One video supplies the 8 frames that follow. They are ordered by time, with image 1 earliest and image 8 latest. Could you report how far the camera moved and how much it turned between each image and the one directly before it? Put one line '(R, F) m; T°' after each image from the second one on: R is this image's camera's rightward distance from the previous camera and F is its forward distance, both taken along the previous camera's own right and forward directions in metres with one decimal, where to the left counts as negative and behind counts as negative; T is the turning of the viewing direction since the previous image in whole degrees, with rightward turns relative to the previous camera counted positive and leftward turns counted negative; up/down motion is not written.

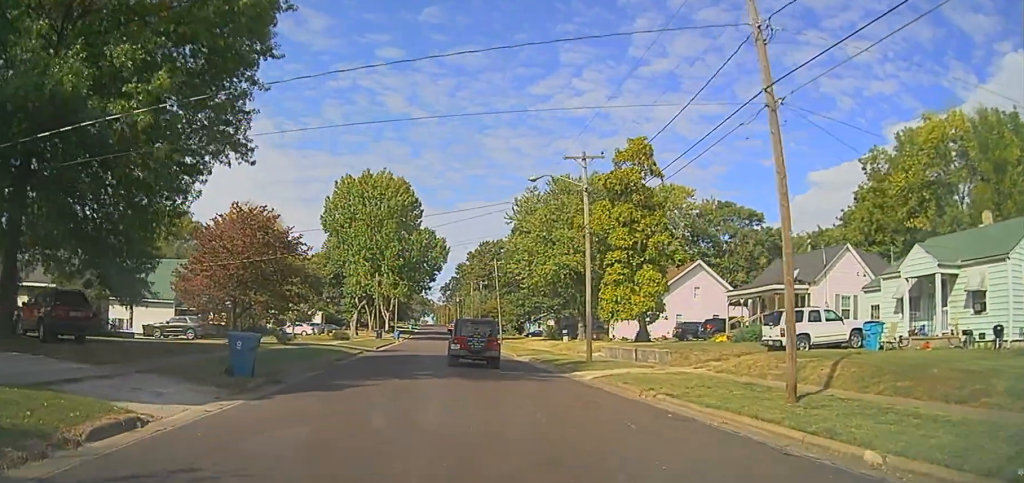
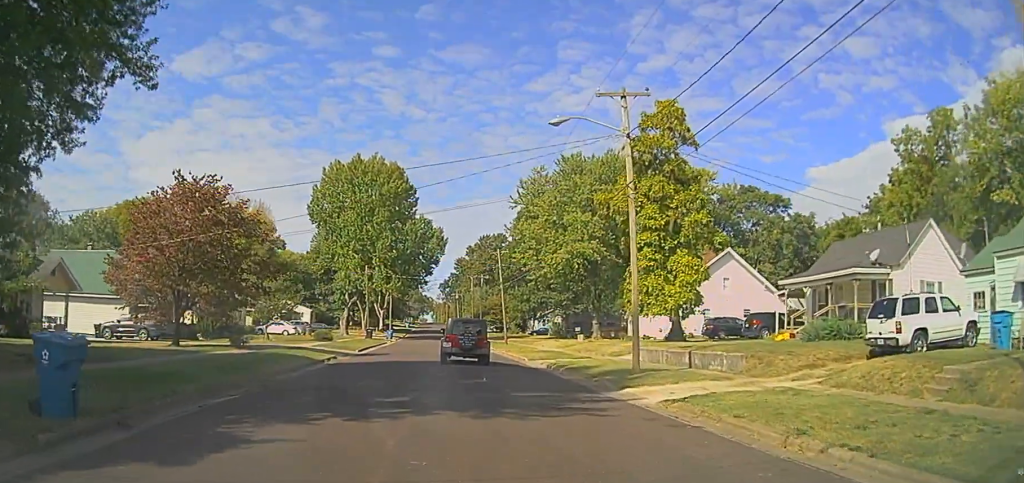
(0.0, +8.8) m; 0°
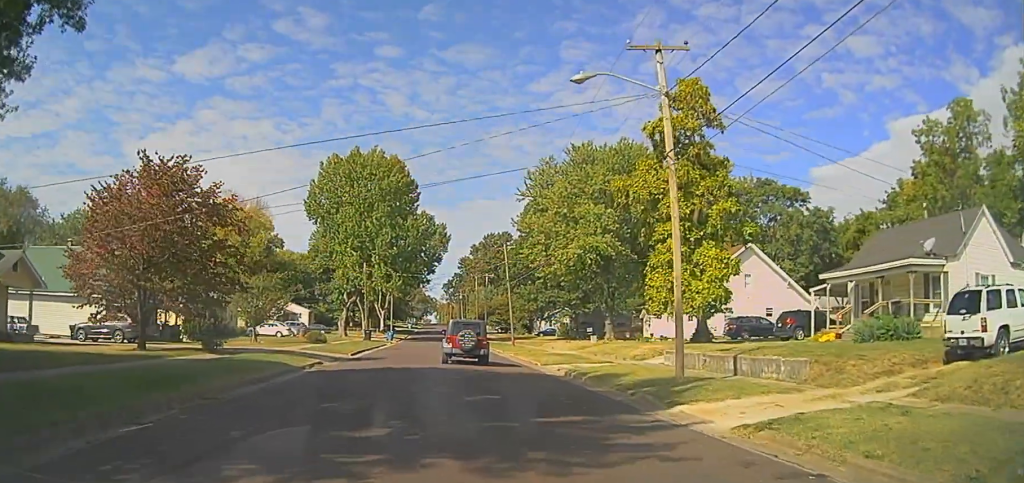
(0.0, +4.5) m; -2°
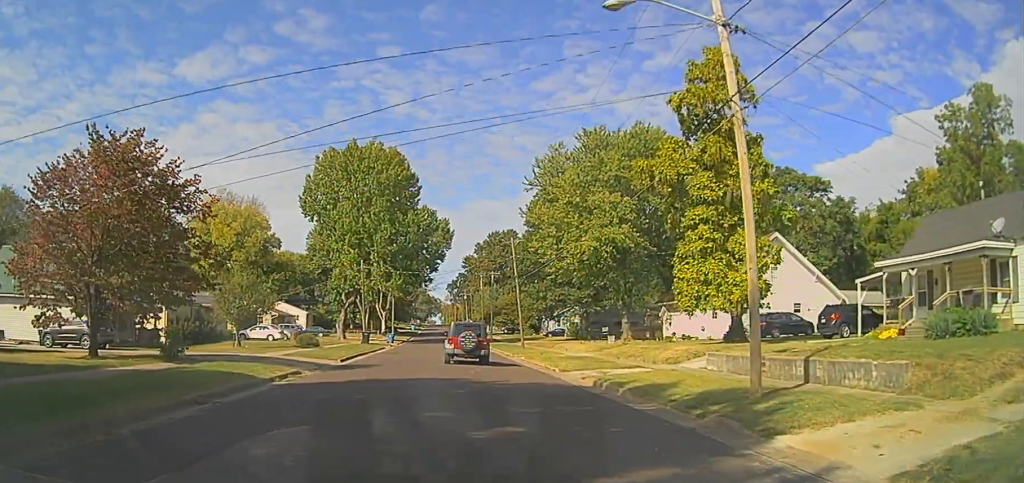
(+0.1, +5.0) m; -3°
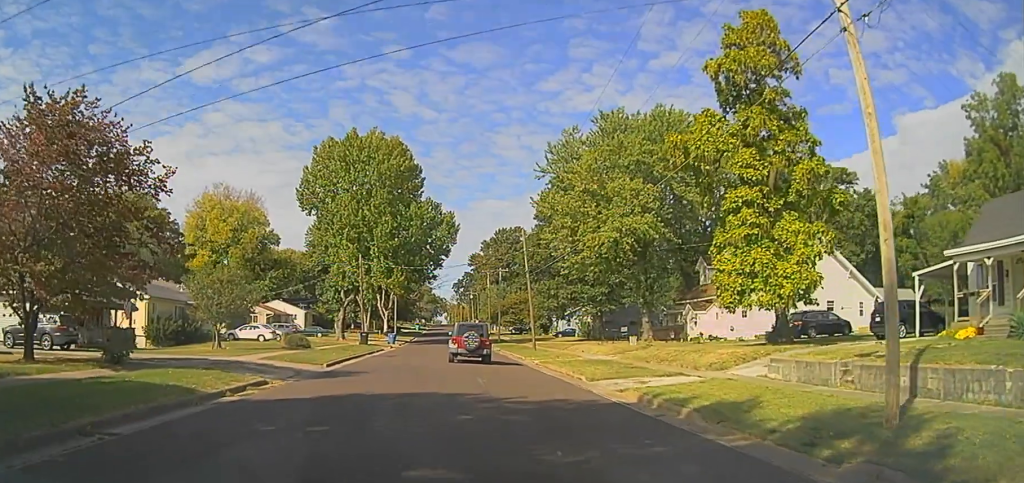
(-0.4, +4.9) m; 0°
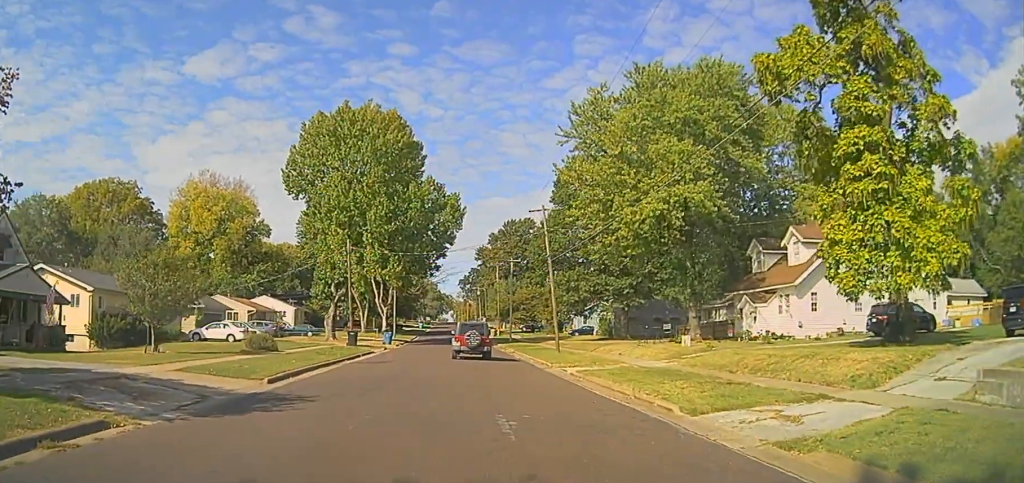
(+0.3, +9.0) m; 0°
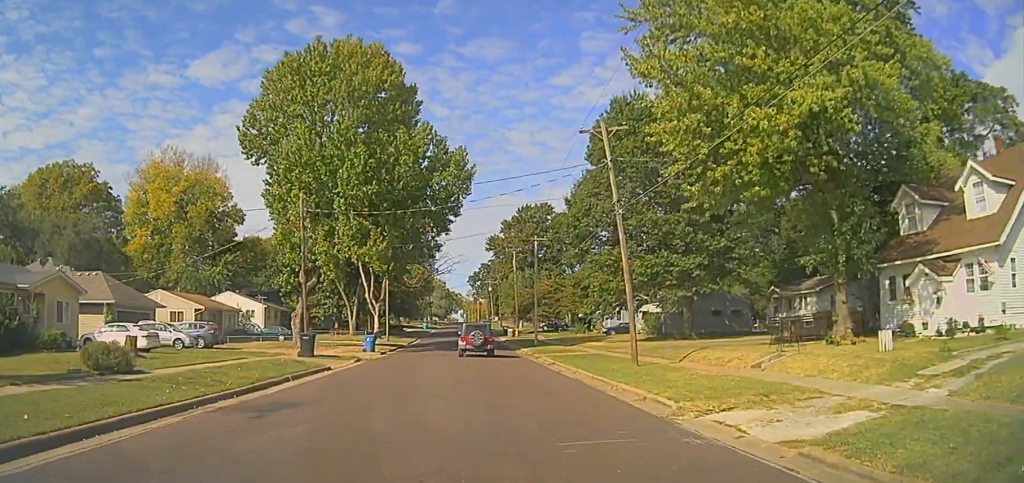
(+0.1, +16.7) m; +4°
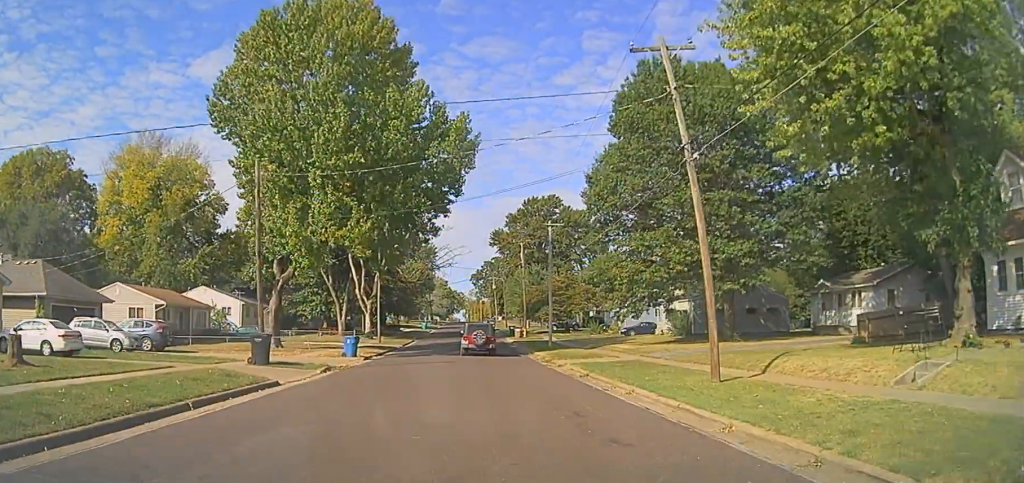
(0.0, +7.6) m; 0°
